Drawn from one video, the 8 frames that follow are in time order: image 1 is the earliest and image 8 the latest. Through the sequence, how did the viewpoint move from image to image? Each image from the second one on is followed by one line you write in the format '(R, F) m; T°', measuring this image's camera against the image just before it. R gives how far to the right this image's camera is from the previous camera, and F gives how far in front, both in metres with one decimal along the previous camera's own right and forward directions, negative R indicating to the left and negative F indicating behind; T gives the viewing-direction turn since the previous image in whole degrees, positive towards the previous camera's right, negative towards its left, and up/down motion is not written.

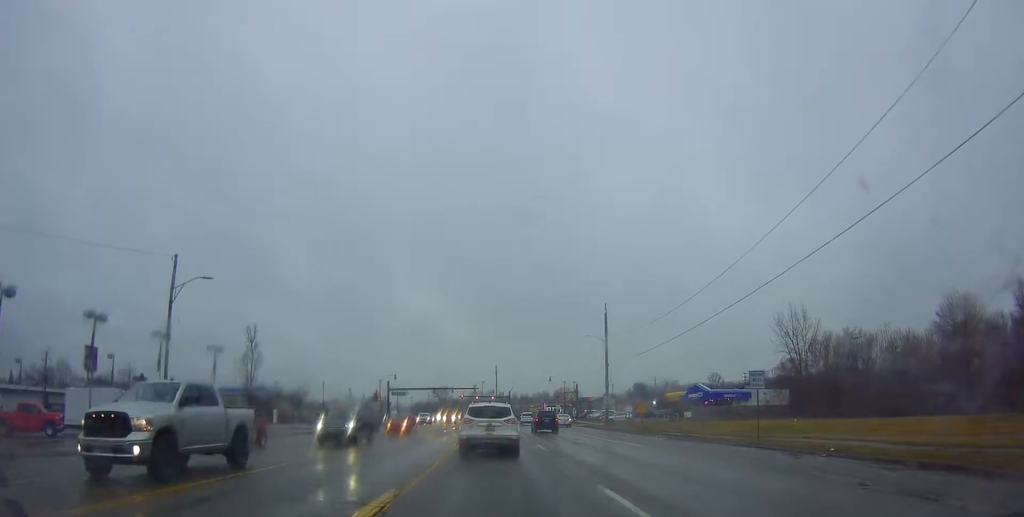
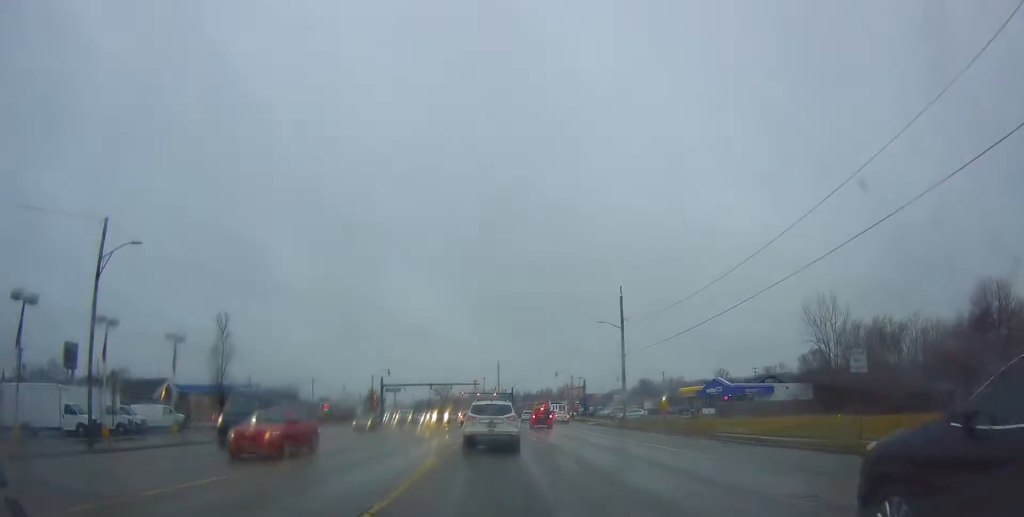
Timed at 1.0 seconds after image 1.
(+0.8, +6.4) m; +5°
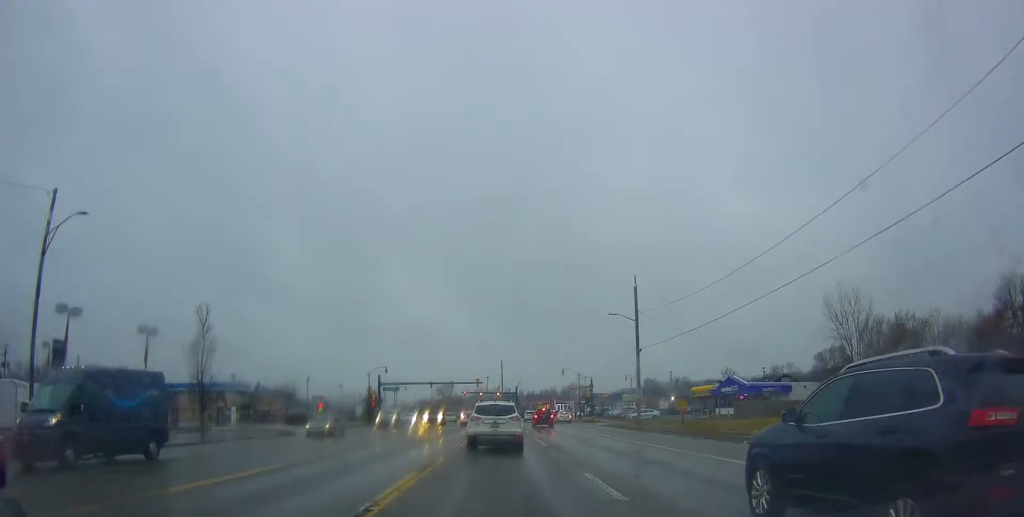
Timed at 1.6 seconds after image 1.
(0.0, +4.3) m; -2°
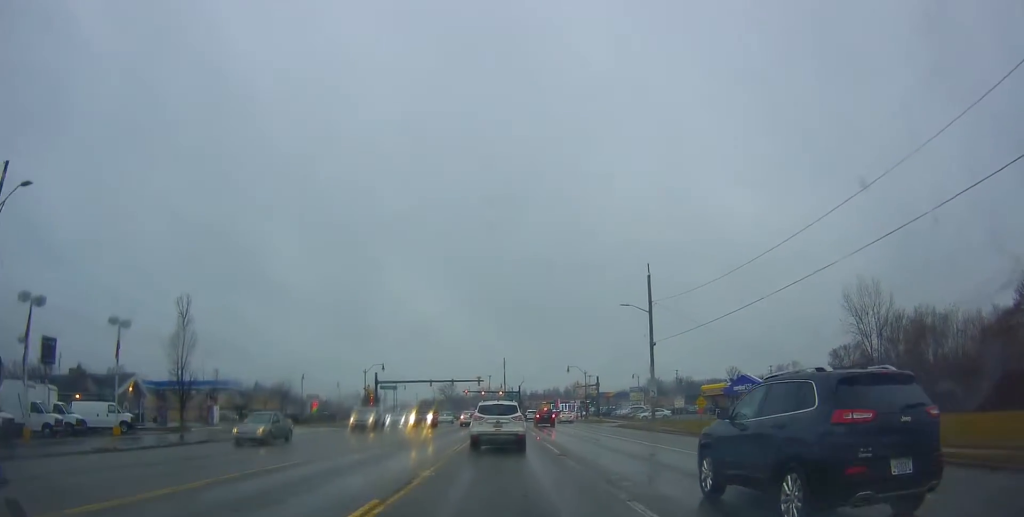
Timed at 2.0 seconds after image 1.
(-0.1, +3.7) m; -3°
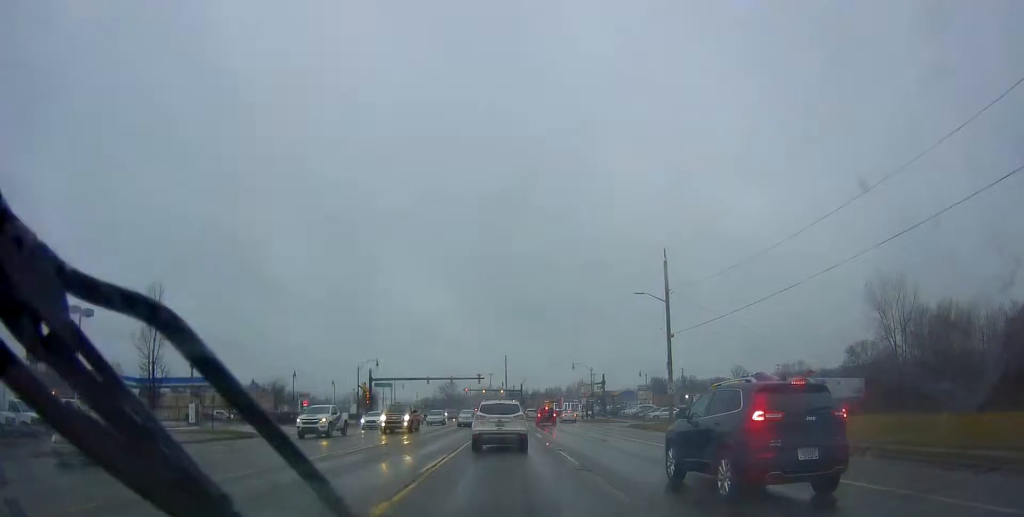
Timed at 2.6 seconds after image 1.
(-0.2, +4.5) m; 0°
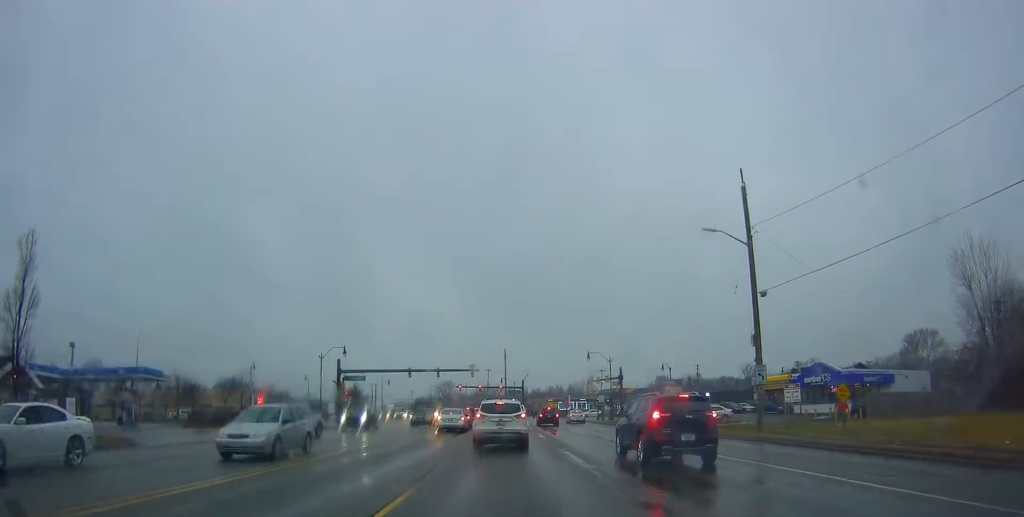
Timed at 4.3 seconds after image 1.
(+1.0, +15.1) m; +3°
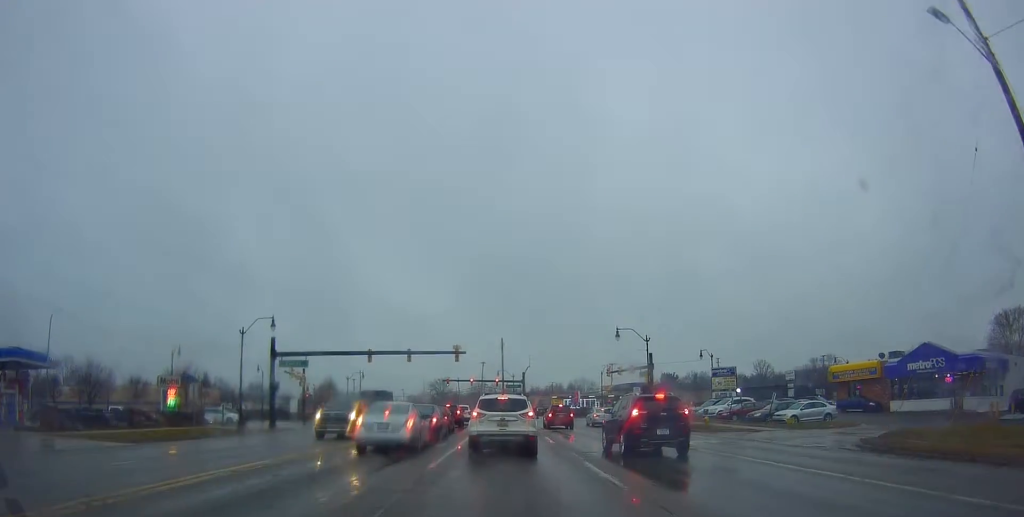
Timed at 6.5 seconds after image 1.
(-1.3, +18.6) m; -2°
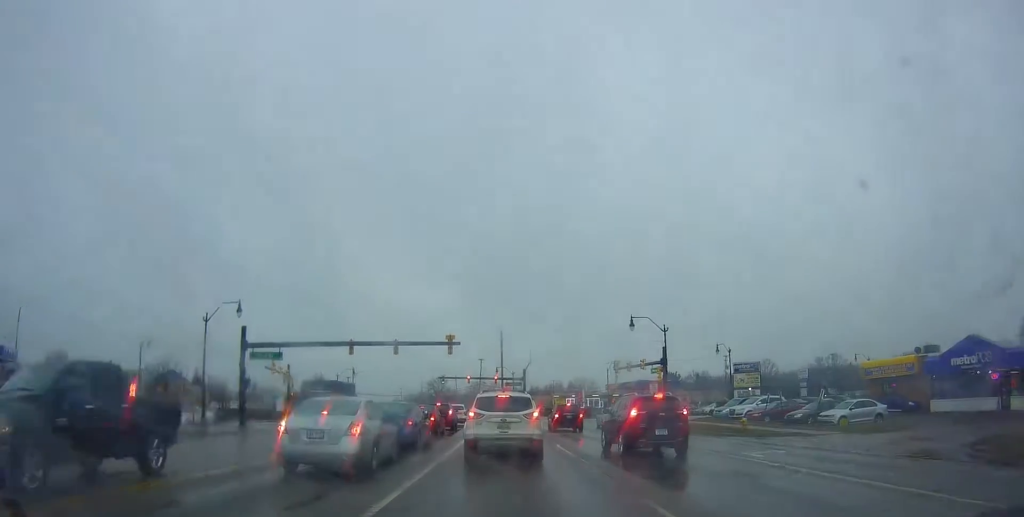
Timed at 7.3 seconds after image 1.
(-0.1, +6.0) m; +5°
